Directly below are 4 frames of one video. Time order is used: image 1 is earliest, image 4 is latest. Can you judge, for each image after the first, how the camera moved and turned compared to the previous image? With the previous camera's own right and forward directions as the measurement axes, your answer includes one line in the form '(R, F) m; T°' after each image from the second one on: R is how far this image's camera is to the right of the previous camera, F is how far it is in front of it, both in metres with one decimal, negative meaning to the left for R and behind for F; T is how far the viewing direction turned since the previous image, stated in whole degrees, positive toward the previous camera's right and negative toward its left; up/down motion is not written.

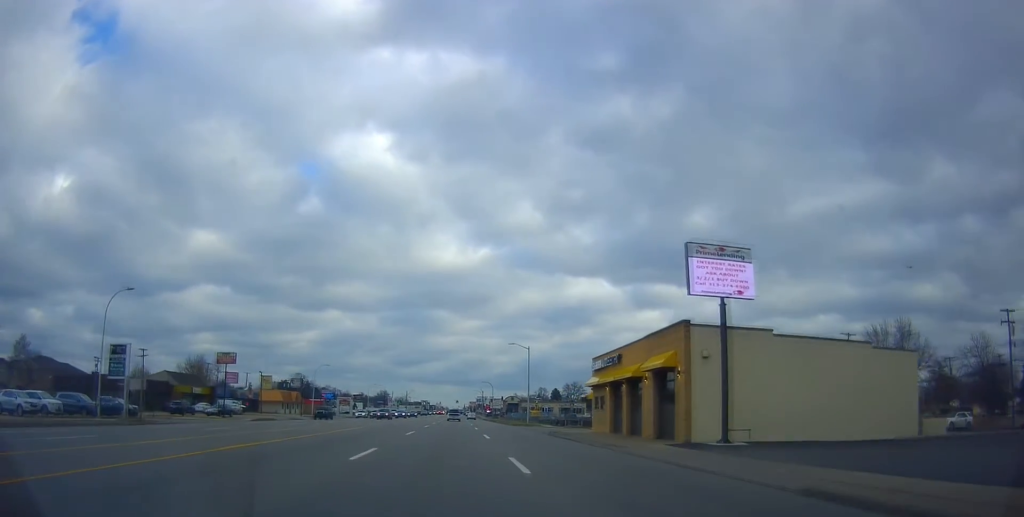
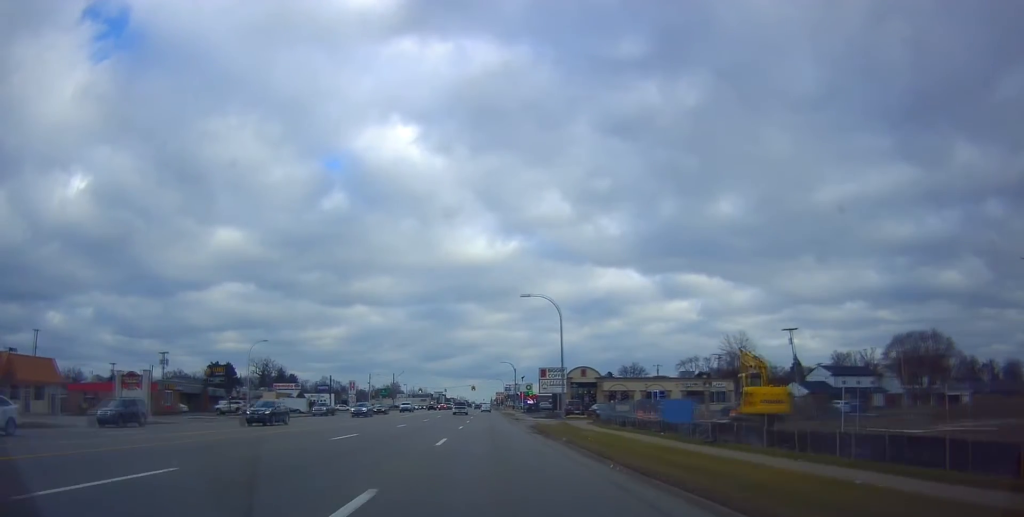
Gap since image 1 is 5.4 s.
(-2.4, +100.9) m; -4°
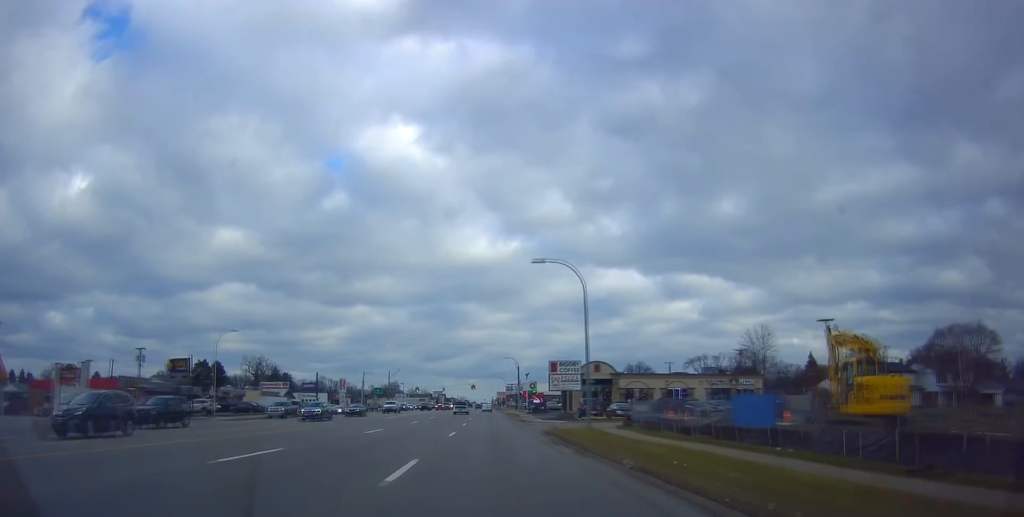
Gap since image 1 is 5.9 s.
(-0.2, +9.4) m; -1°
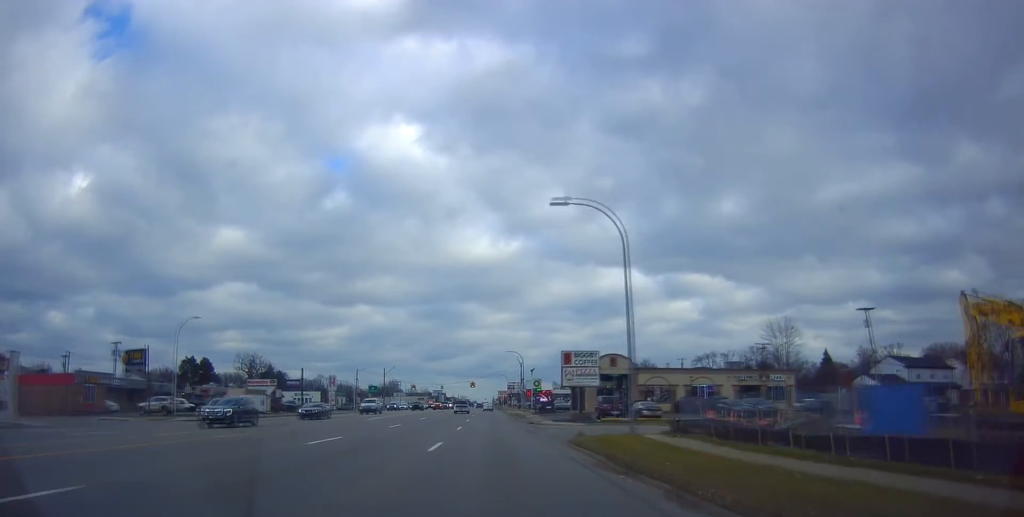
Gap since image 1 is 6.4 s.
(0.0, +8.8) m; +1°
